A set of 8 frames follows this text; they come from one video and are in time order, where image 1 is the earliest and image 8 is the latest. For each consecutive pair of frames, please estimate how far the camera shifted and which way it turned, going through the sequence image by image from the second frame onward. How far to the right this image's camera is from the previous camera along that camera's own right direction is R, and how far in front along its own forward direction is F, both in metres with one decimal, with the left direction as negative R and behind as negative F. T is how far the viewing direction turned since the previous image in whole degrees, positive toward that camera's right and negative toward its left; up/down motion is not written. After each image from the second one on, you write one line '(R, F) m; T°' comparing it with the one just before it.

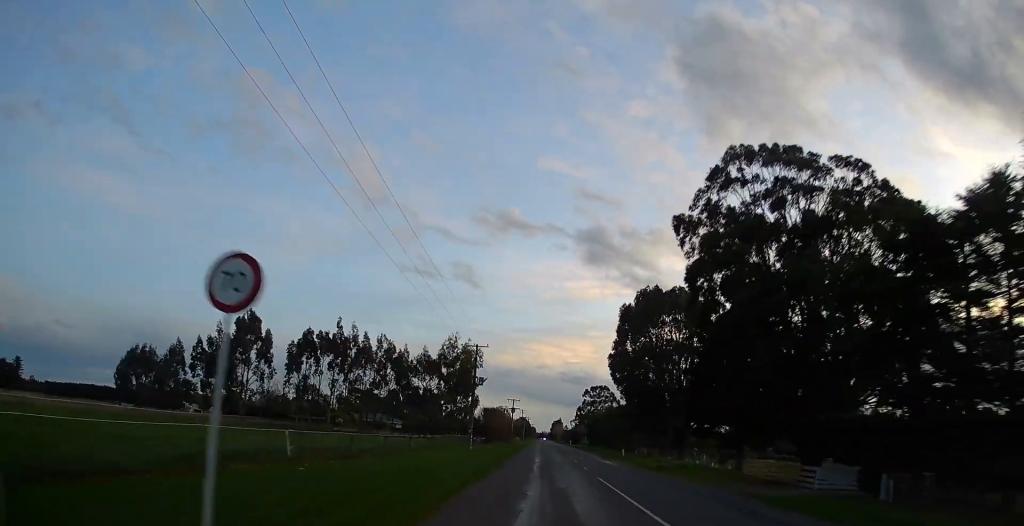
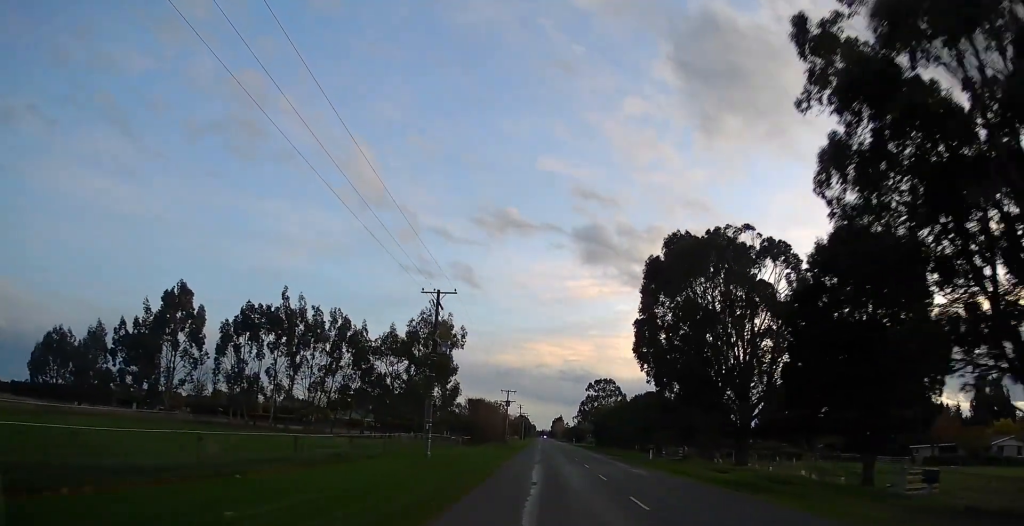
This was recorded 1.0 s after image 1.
(-0.2, +19.2) m; 0°
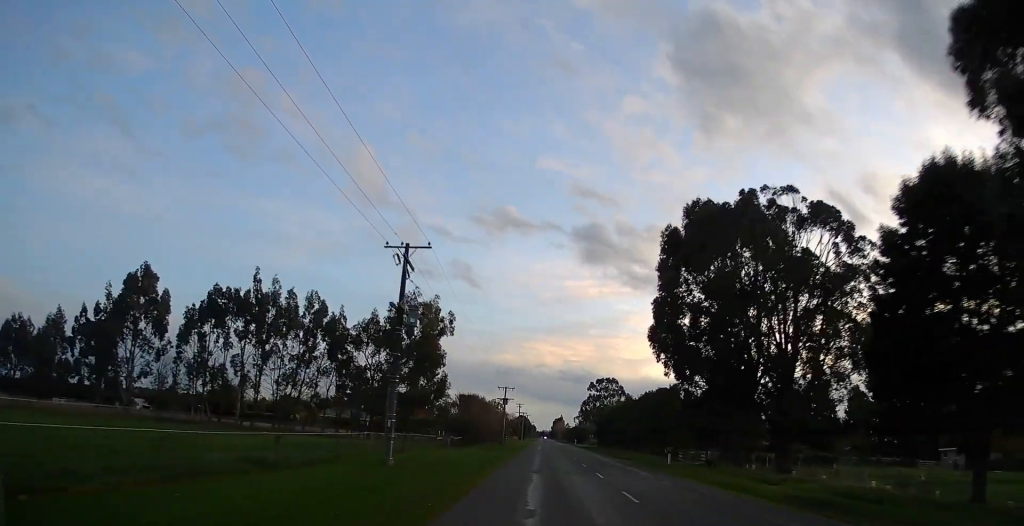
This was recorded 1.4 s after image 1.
(0.0, +8.1) m; 0°
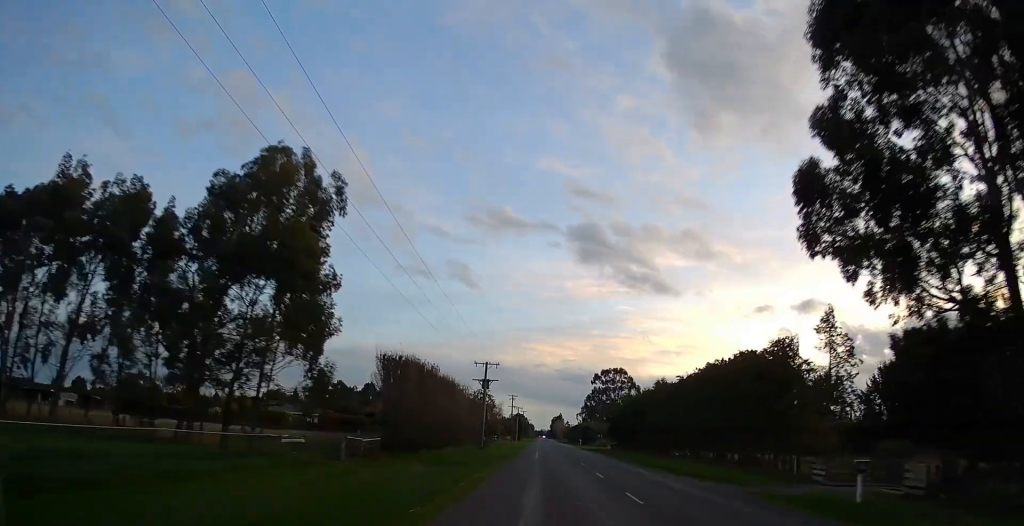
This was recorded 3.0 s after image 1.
(0.0, +30.6) m; +1°
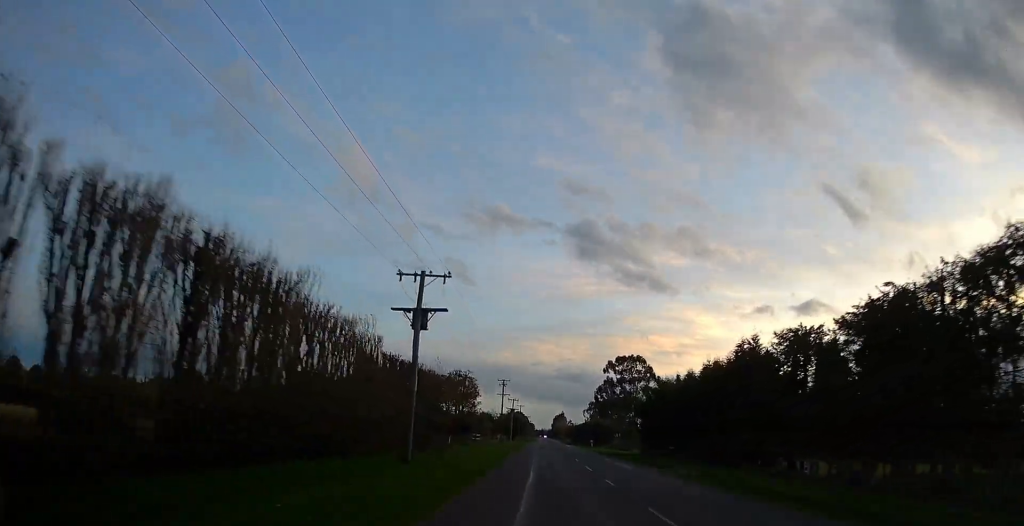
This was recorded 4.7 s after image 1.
(+0.4, +34.3) m; 0°
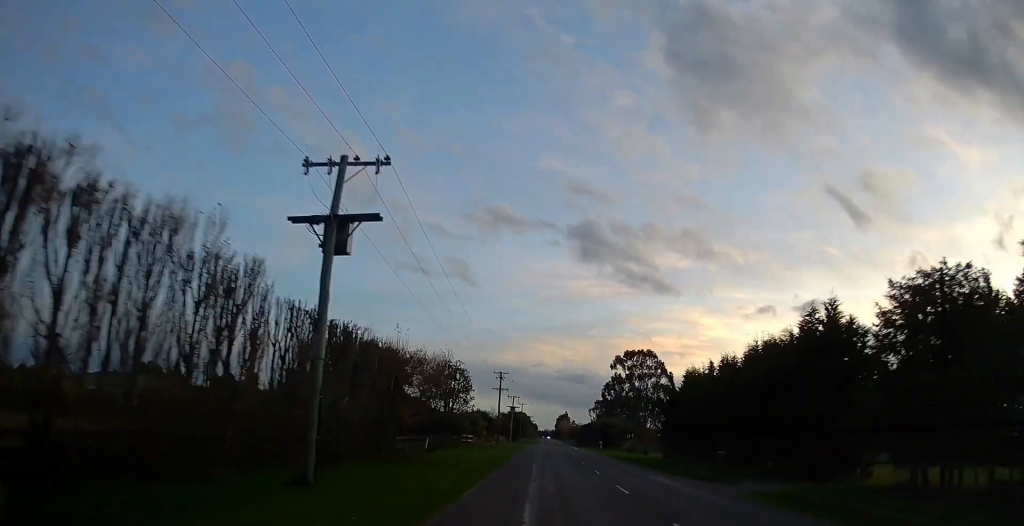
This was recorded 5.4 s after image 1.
(-0.2, +12.2) m; -1°
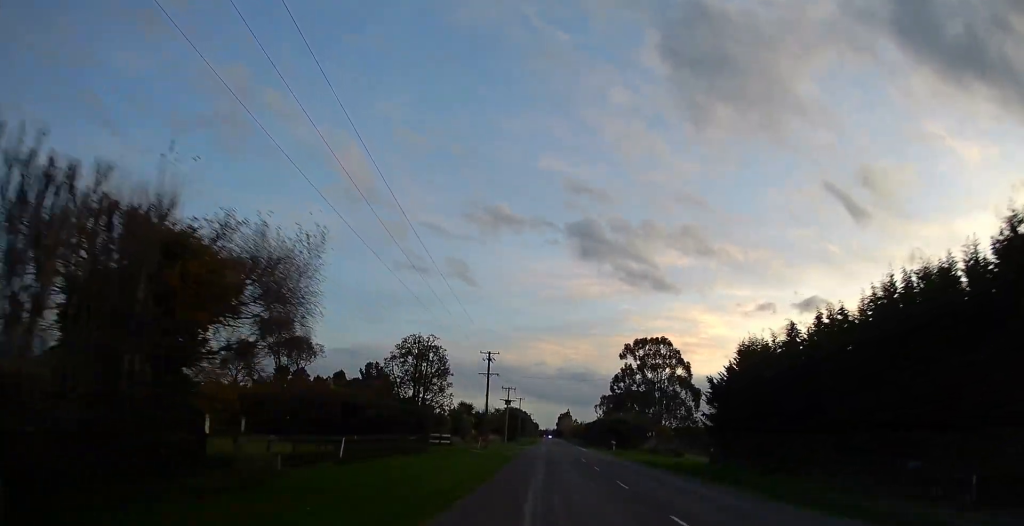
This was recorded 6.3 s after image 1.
(0.0, +18.8) m; 0°
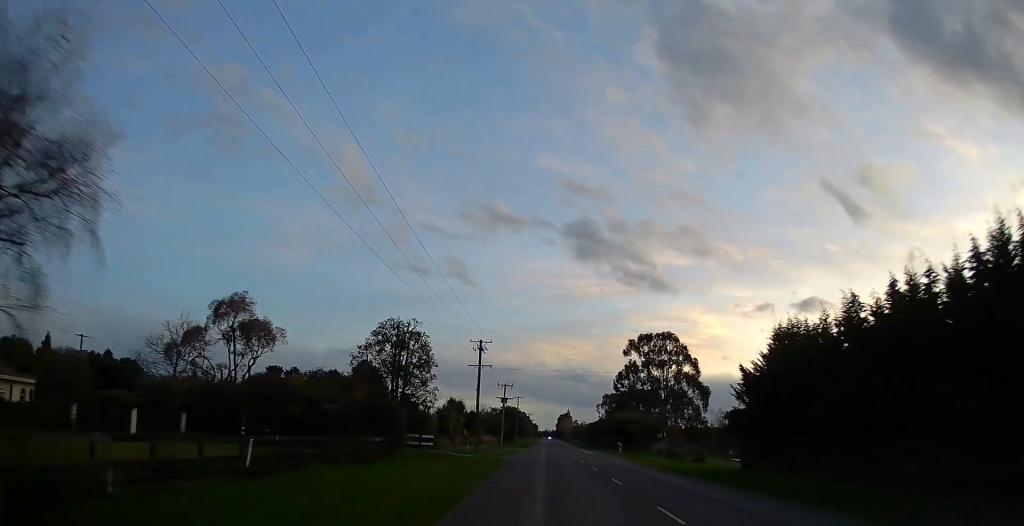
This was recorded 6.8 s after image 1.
(0.0, +8.1) m; 0°
